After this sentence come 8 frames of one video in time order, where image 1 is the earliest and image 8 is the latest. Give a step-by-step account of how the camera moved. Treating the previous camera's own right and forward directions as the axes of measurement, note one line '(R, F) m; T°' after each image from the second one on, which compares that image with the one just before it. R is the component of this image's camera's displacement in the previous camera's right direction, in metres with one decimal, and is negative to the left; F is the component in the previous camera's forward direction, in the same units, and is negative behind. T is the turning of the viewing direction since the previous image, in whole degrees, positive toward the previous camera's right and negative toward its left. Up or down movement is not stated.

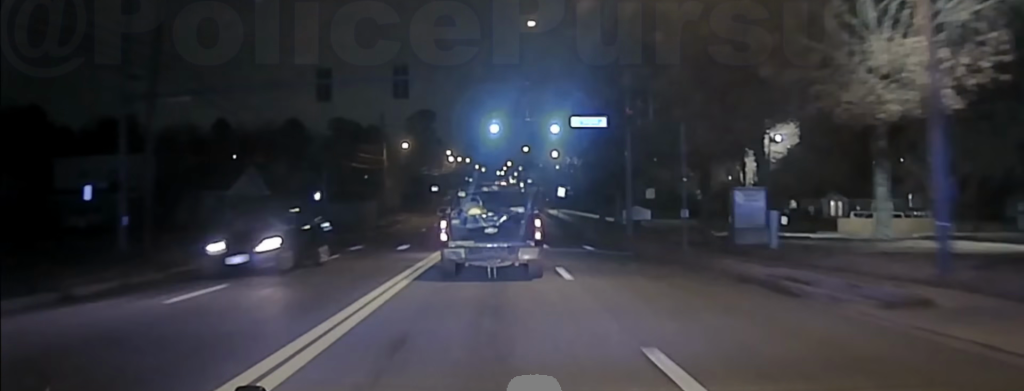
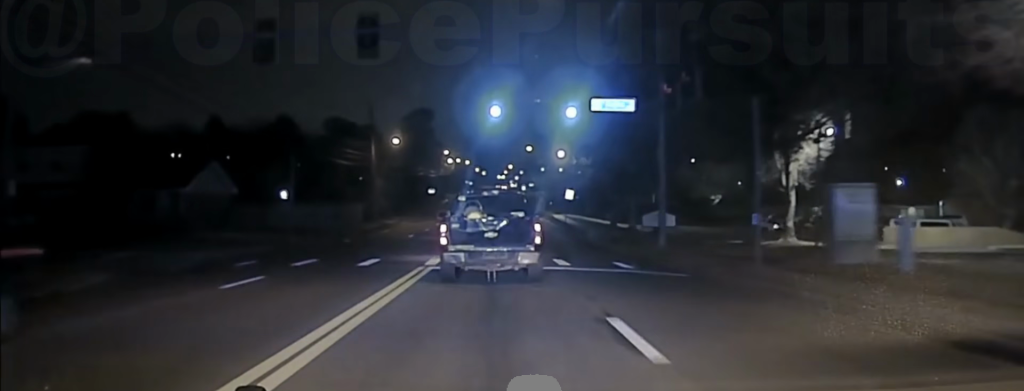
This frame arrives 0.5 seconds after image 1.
(0.0, +8.2) m; 0°
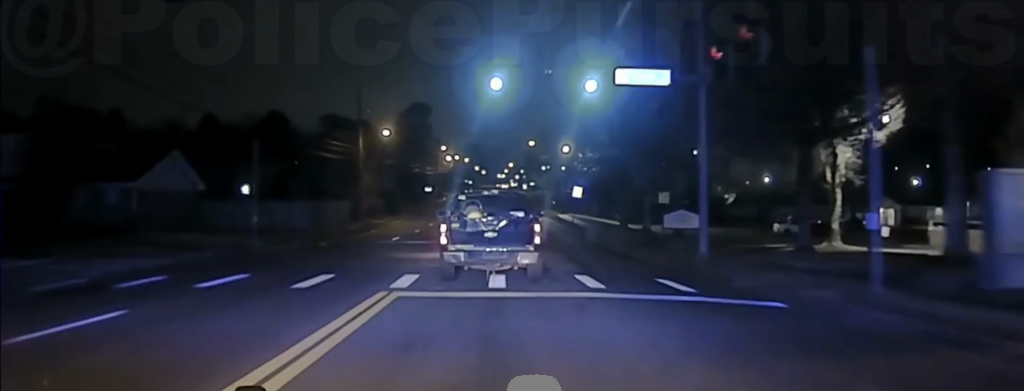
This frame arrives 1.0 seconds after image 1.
(0.0, +6.6) m; 0°
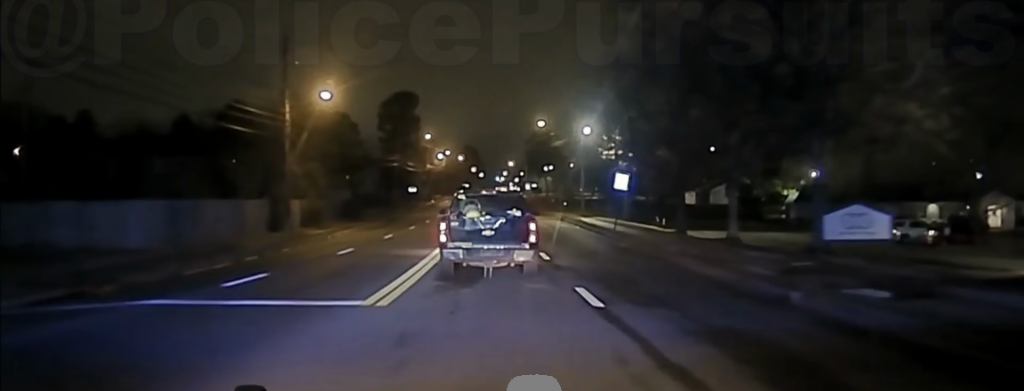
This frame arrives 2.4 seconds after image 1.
(-0.4, +23.2) m; -1°
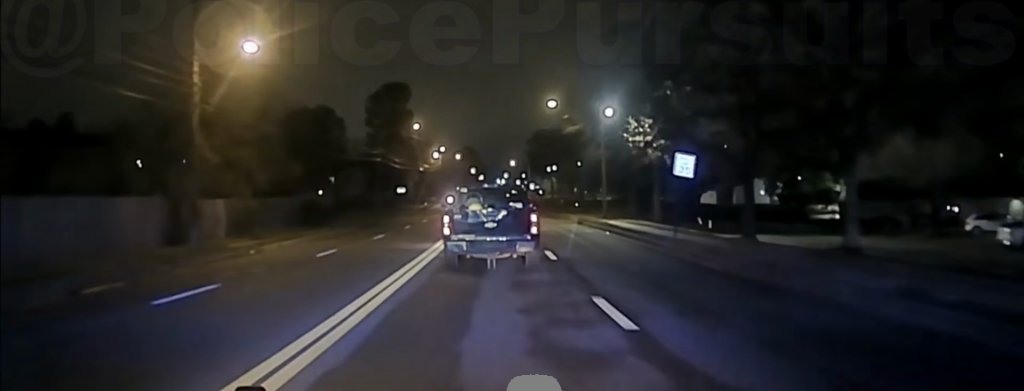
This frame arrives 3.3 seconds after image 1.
(0.0, +15.8) m; 0°
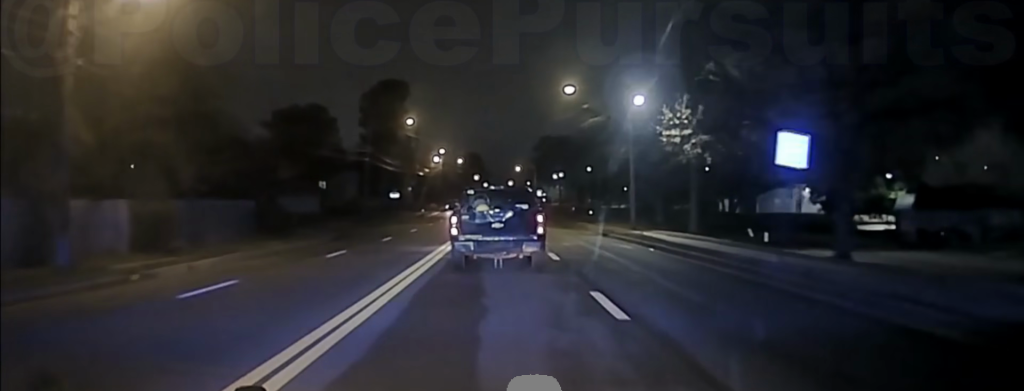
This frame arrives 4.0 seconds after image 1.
(+0.1, +11.7) m; 0°
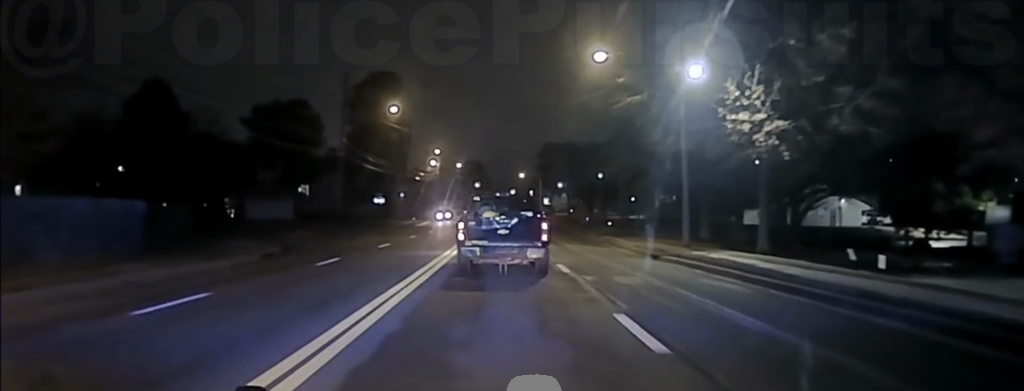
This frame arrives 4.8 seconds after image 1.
(-0.2, +16.9) m; 0°
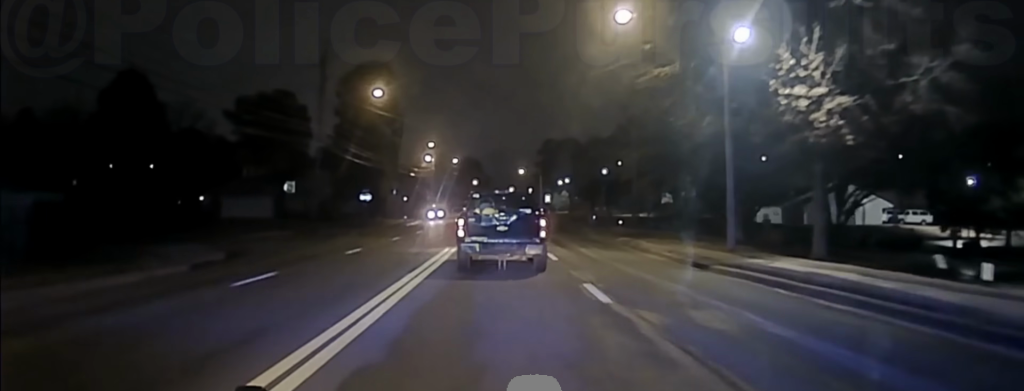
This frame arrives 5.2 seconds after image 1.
(0.0, +8.3) m; 0°
